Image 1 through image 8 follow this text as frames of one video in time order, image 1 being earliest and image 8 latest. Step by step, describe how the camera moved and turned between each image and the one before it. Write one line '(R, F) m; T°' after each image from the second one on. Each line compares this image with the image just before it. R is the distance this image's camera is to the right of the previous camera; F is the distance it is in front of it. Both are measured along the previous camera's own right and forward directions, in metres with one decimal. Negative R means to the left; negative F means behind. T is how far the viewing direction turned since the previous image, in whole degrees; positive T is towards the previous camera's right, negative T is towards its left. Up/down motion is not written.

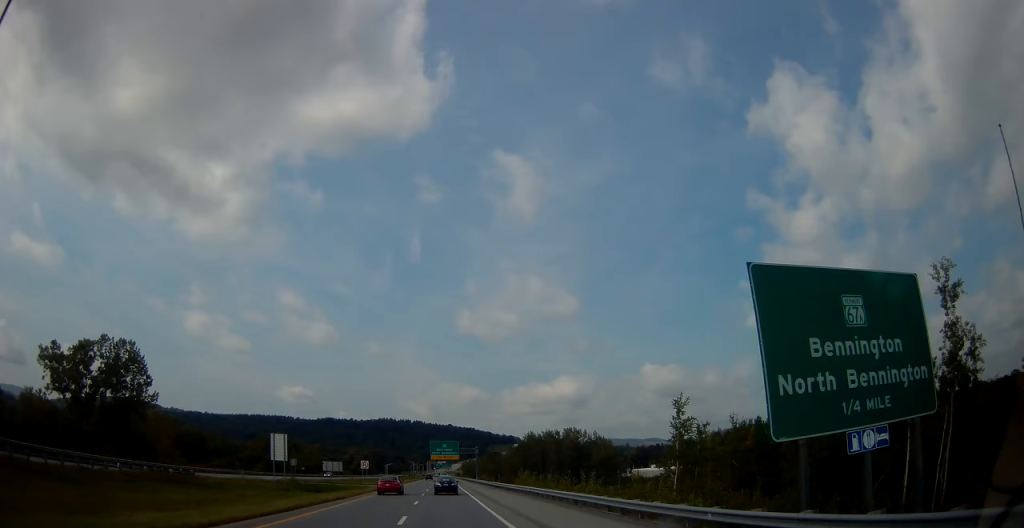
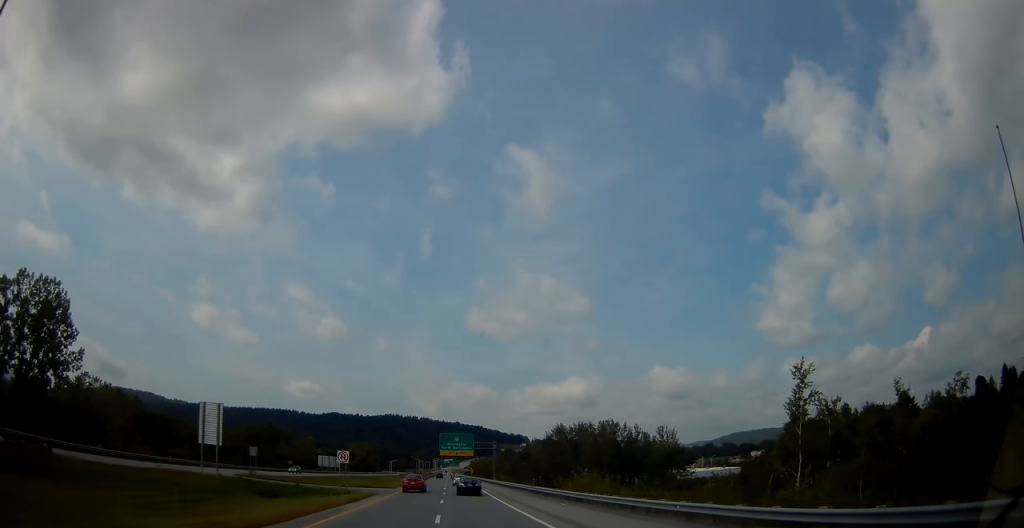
(0.0, +23.8) m; -1°
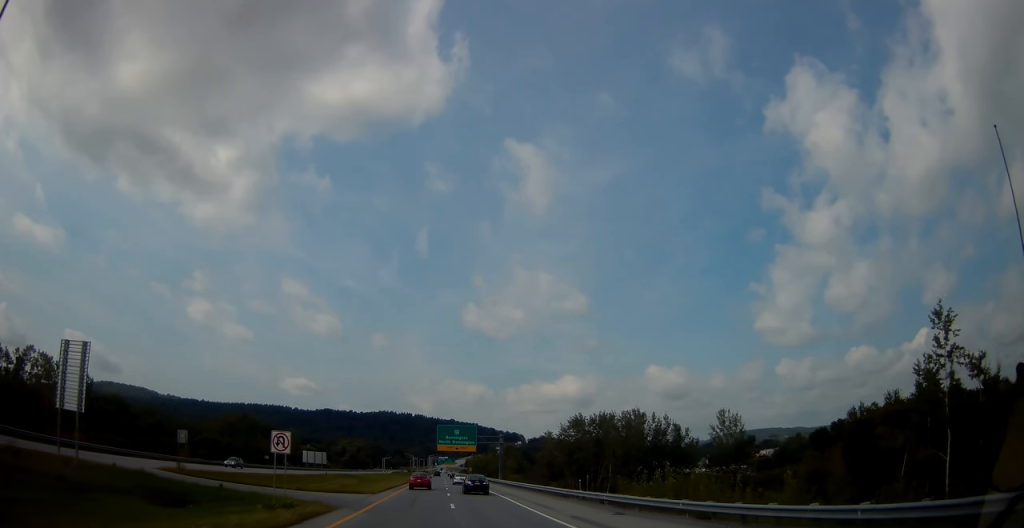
(-0.1, +18.0) m; 0°
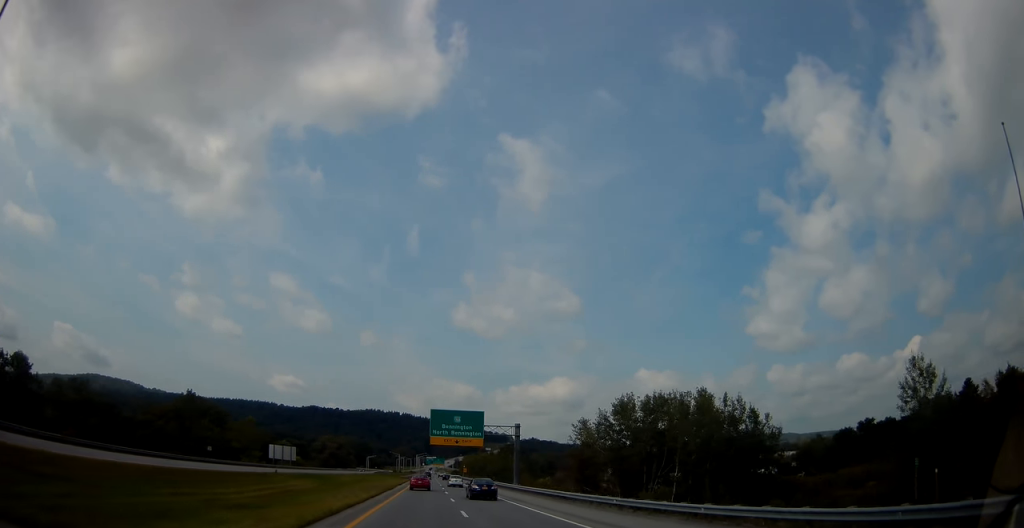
(+0.2, +29.4) m; 0°
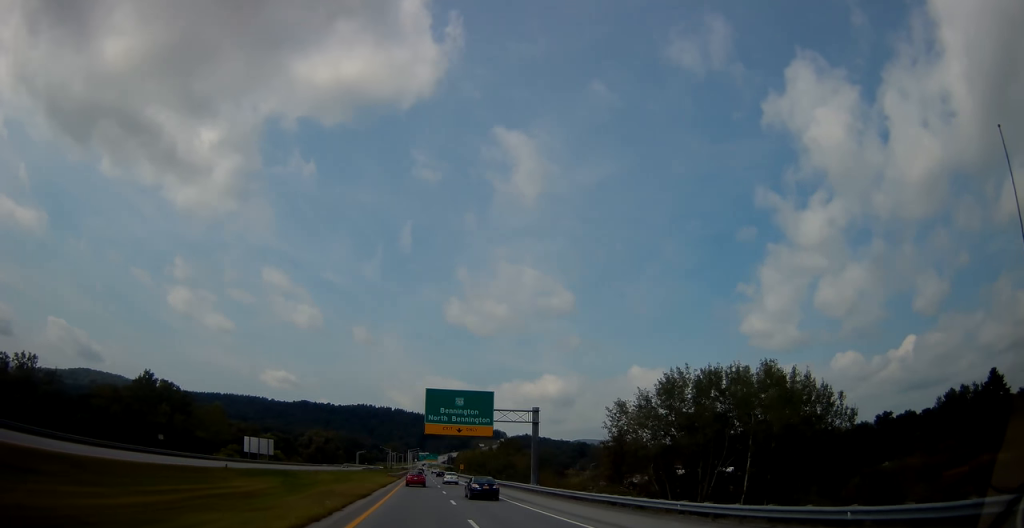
(0.0, +17.3) m; 0°
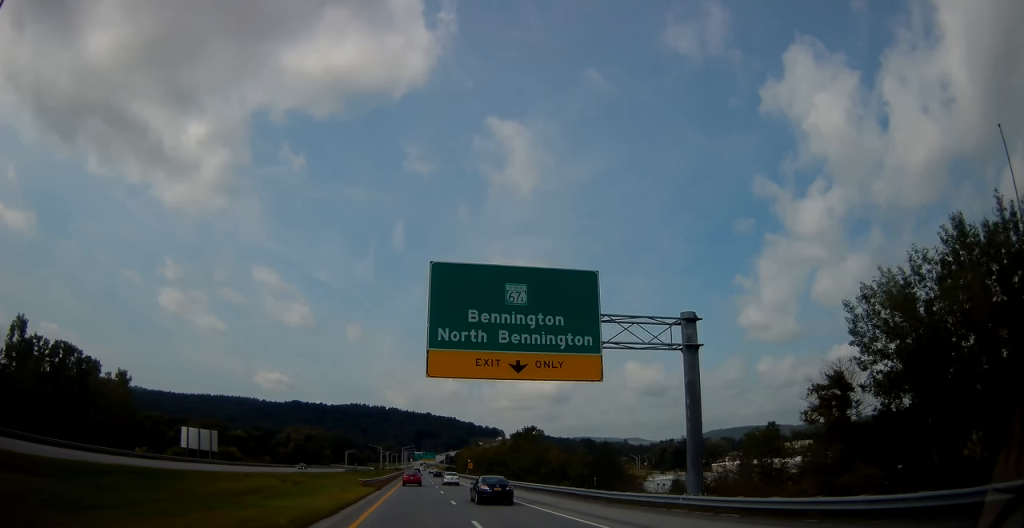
(+0.4, +38.6) m; +1°
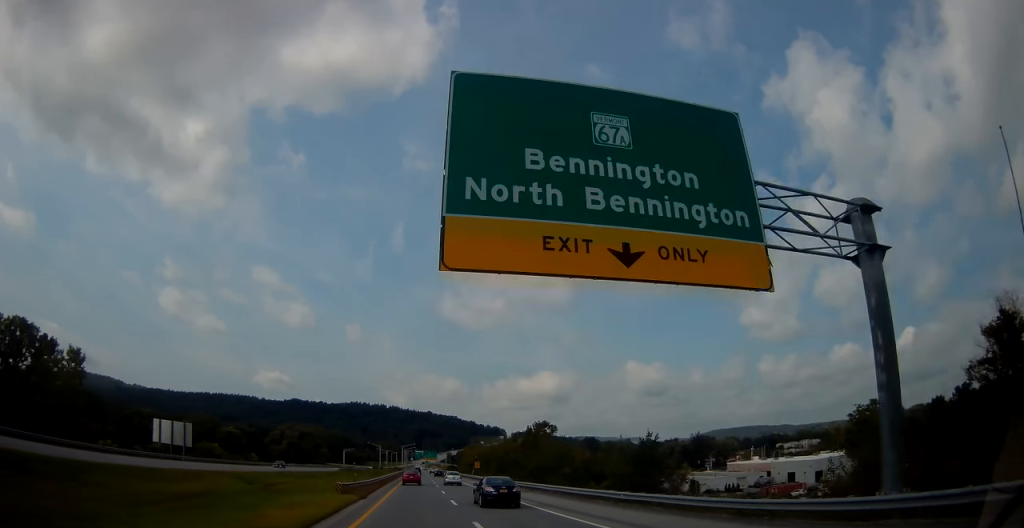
(+0.1, +12.8) m; 0°
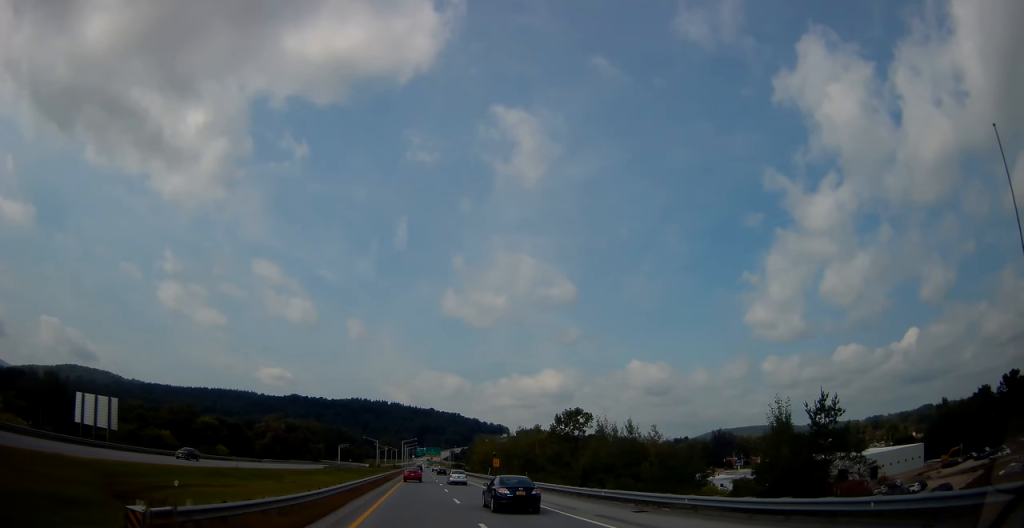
(-0.3, +25.6) m; -1°
